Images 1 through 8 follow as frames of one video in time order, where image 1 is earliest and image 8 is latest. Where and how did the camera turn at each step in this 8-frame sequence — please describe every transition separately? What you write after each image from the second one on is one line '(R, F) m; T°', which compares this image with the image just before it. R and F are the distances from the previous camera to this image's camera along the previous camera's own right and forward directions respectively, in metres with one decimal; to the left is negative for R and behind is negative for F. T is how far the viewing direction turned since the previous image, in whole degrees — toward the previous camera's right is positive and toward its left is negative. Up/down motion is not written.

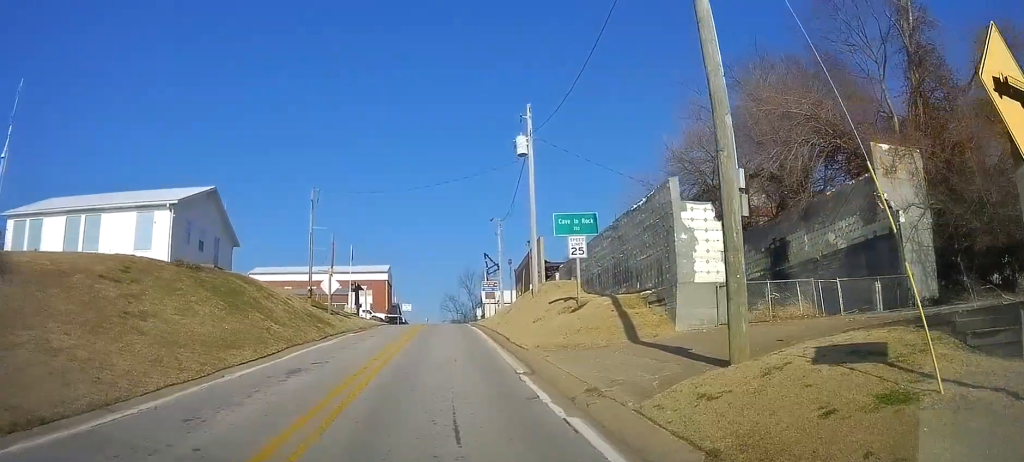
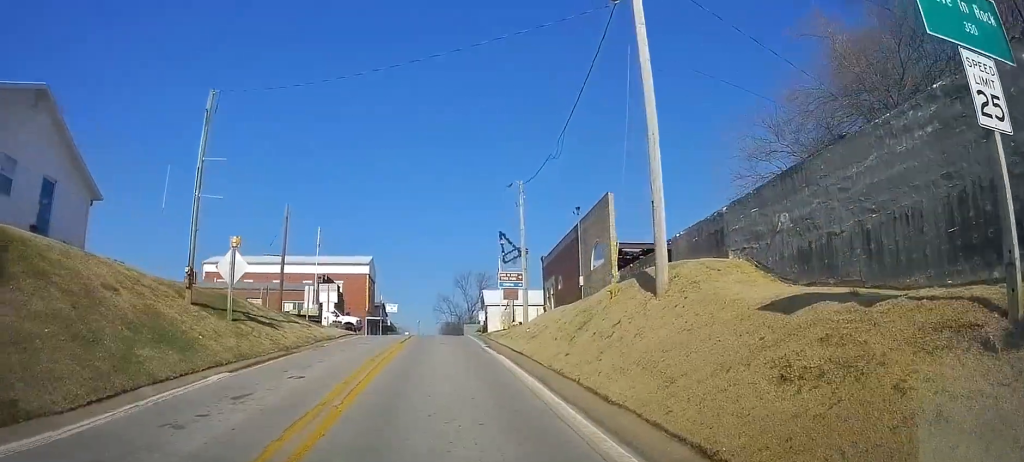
(+1.4, +17.0) m; +9°
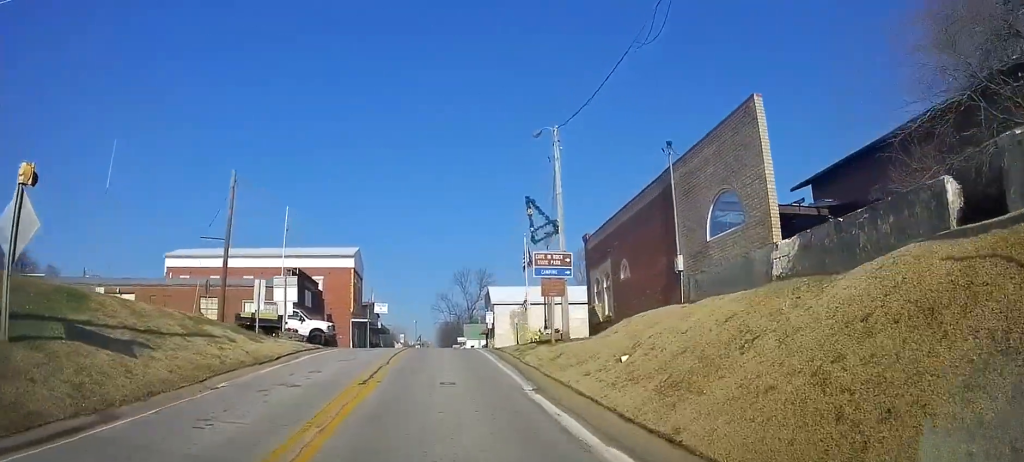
(+0.9, +11.4) m; +1°
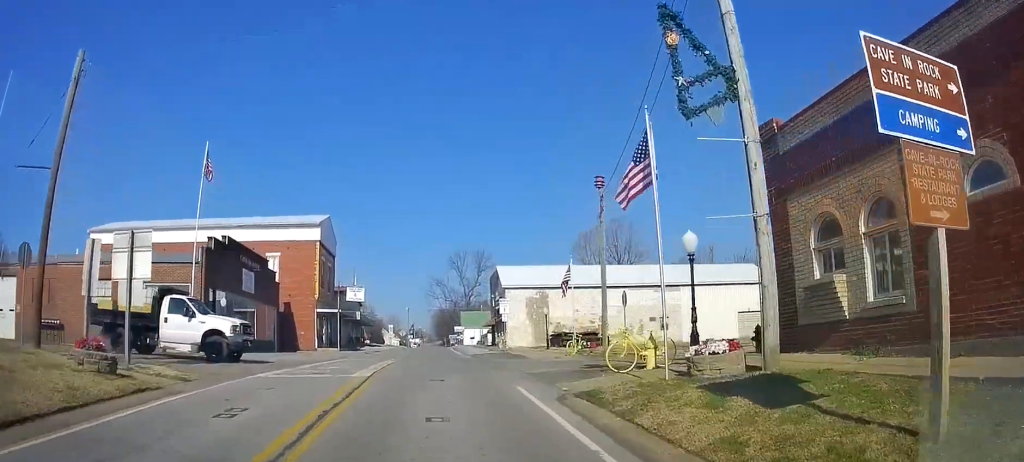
(-1.4, +15.8) m; -5°
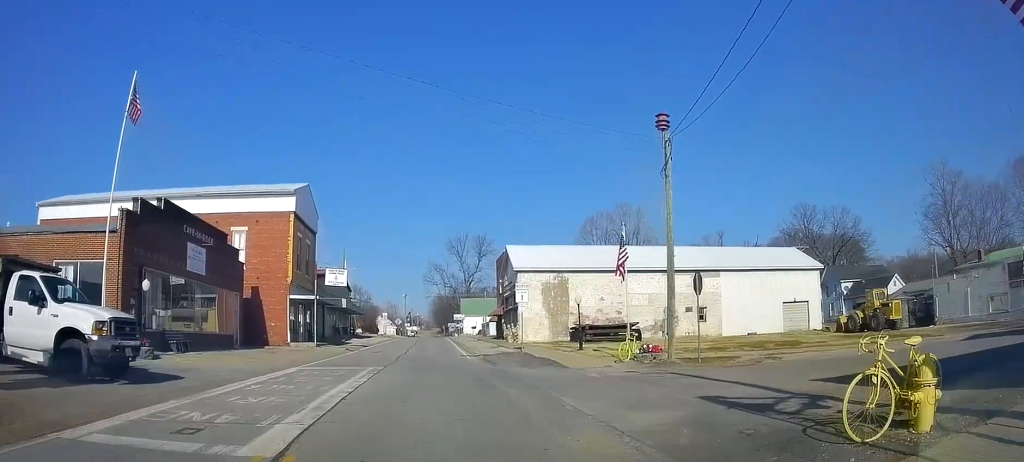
(0.0, +8.2) m; +1°
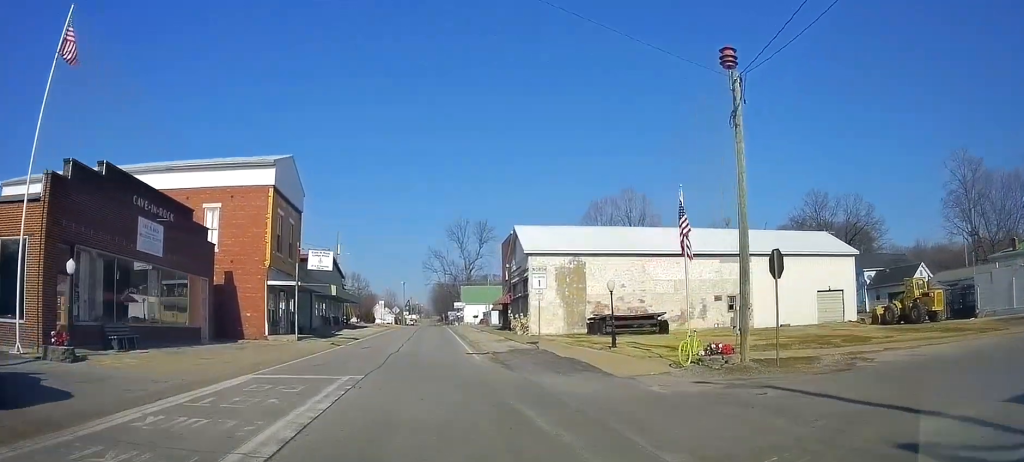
(-0.1, +4.9) m; +1°
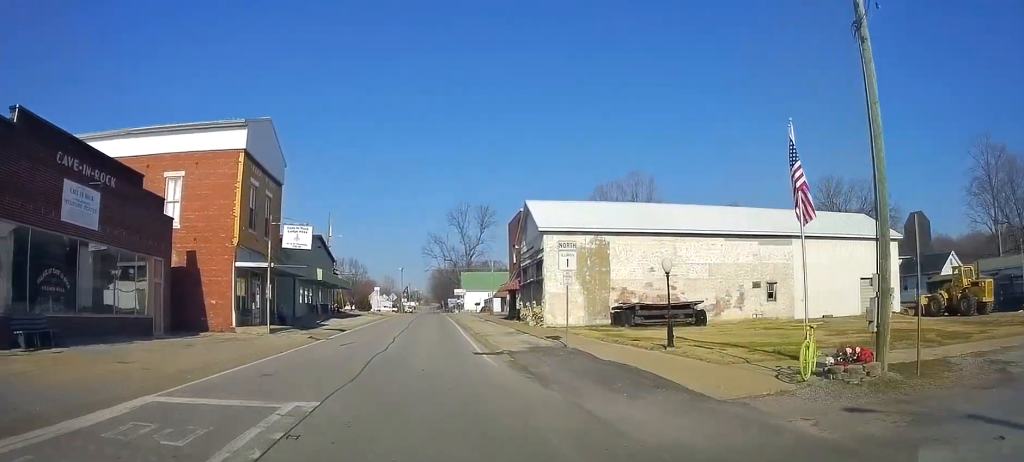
(+0.2, +5.3) m; 0°
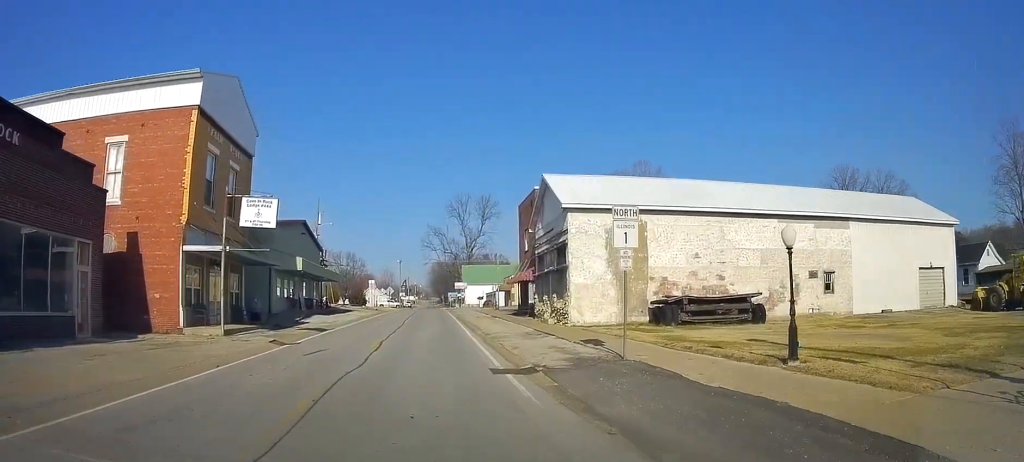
(+0.1, +5.9) m; 0°
